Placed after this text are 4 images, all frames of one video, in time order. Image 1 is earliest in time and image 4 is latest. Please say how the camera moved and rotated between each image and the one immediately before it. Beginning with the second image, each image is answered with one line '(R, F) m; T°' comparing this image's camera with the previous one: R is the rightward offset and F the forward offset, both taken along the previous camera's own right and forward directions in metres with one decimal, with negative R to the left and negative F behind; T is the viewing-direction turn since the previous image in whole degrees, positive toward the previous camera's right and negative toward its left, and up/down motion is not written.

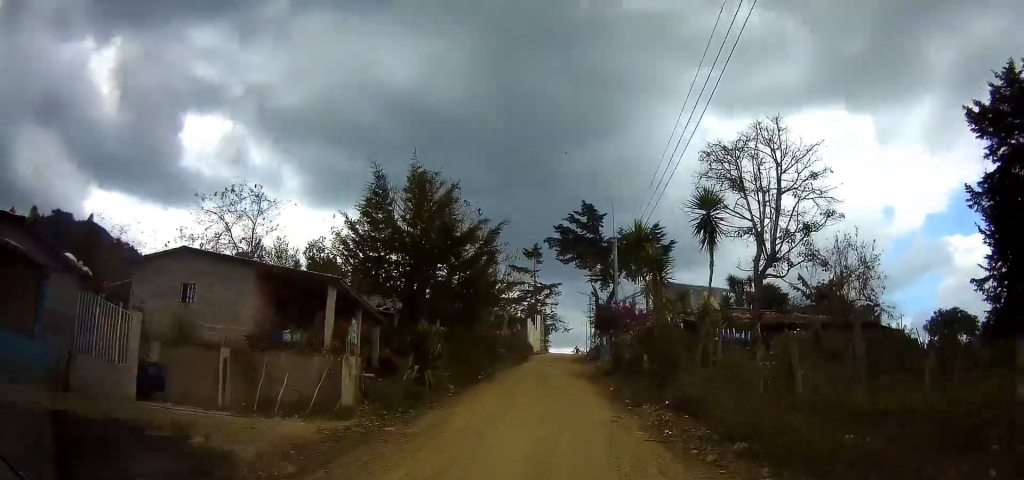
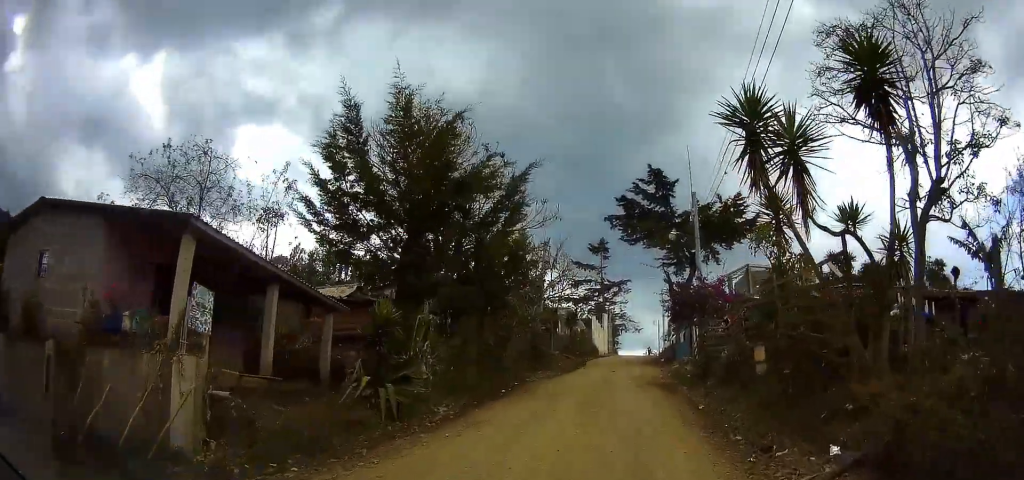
(-1.0, +8.3) m; -8°
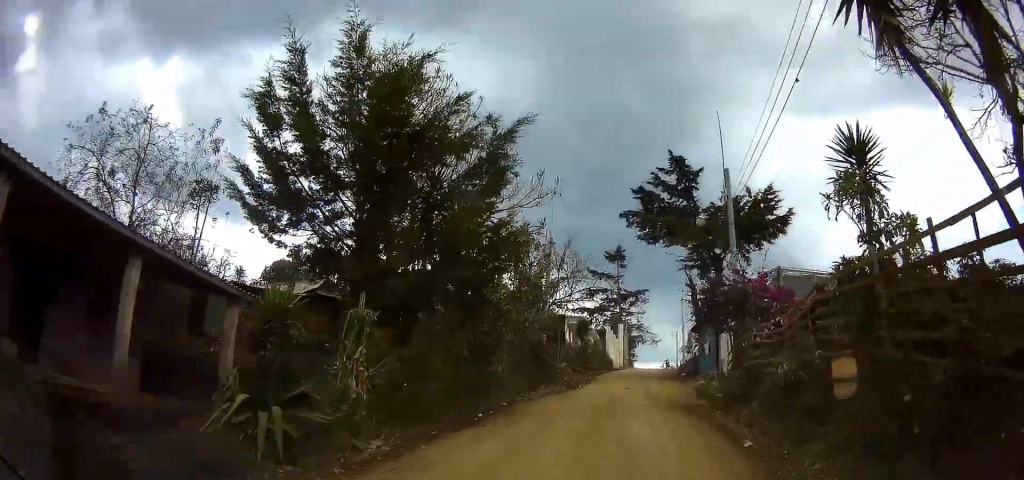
(0.0, +4.4) m; 0°
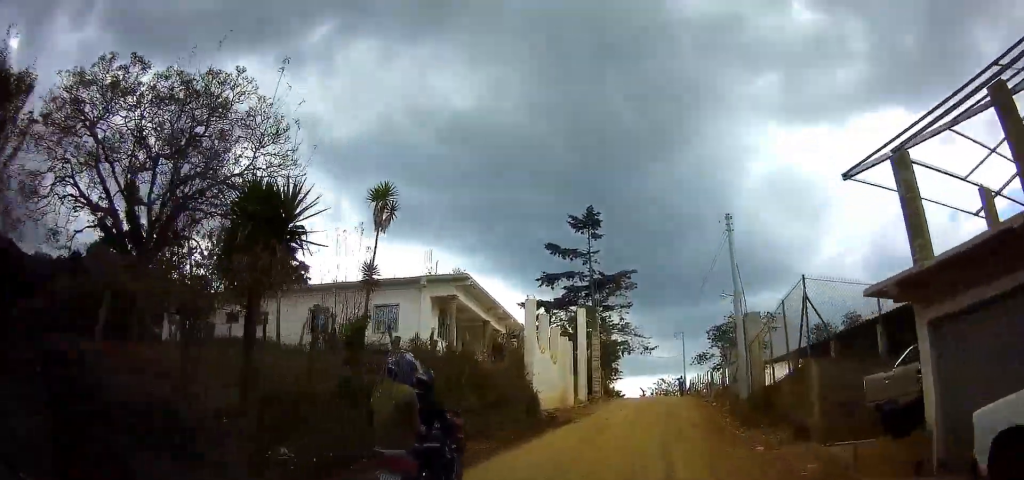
(0.0, +35.3) m; +6°
